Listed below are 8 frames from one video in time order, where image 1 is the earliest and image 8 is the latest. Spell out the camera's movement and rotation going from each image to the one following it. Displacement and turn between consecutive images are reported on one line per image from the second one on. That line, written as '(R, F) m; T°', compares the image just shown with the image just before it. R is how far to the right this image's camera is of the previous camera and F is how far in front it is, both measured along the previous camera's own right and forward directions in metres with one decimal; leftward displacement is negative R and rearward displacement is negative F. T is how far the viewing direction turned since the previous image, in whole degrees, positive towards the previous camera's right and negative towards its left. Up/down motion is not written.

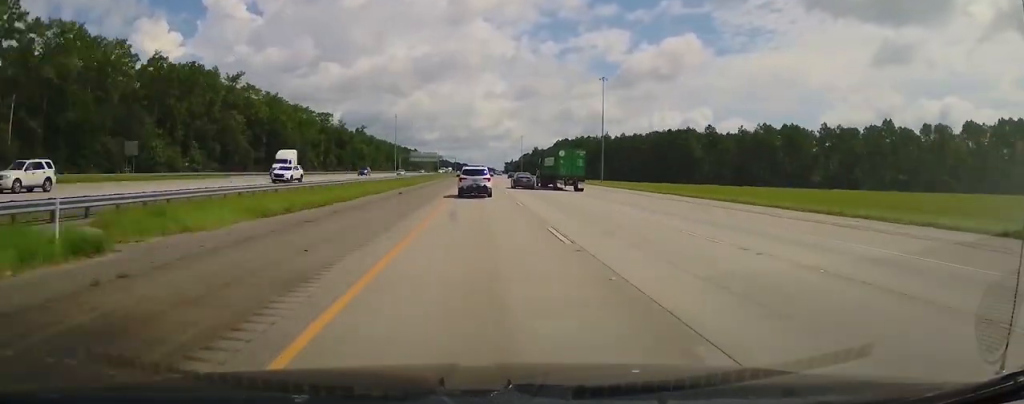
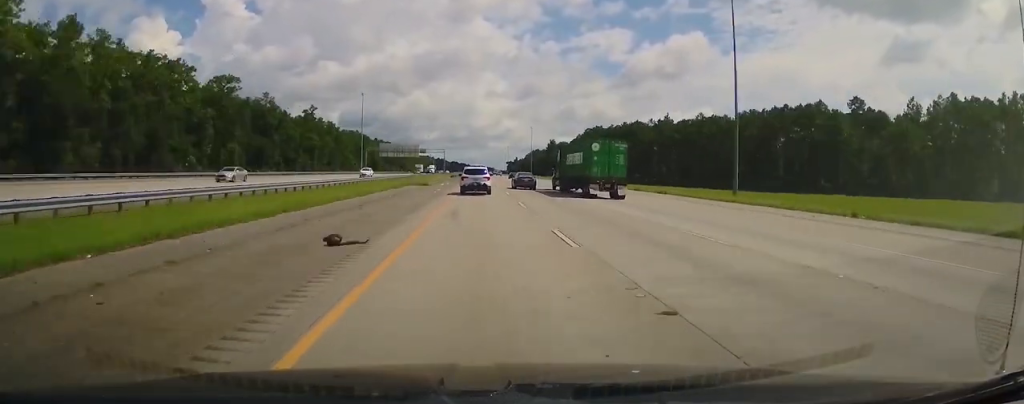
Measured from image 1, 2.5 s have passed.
(-0.1, +86.7) m; 0°
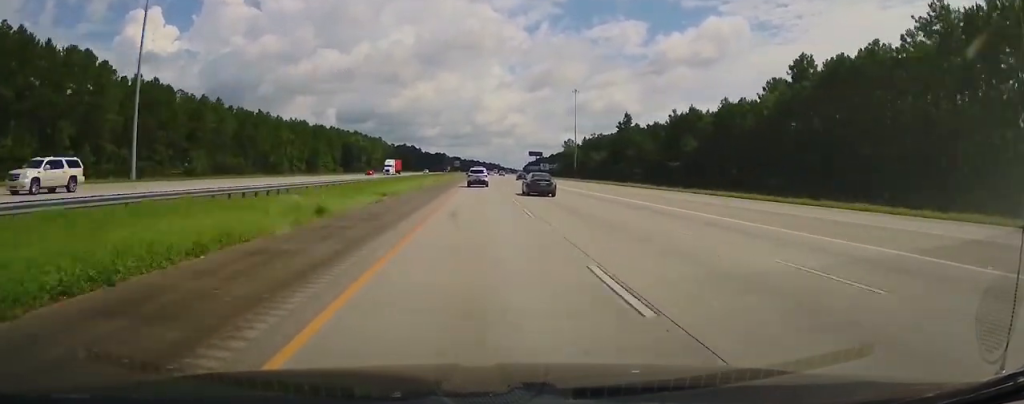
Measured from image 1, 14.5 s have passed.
(-2.0, +421.7) m; 0°
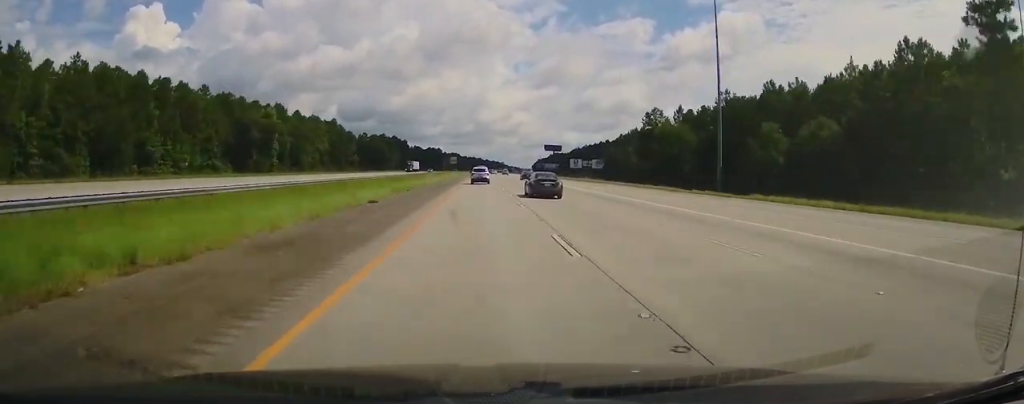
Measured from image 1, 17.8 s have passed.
(+1.3, +115.2) m; 0°
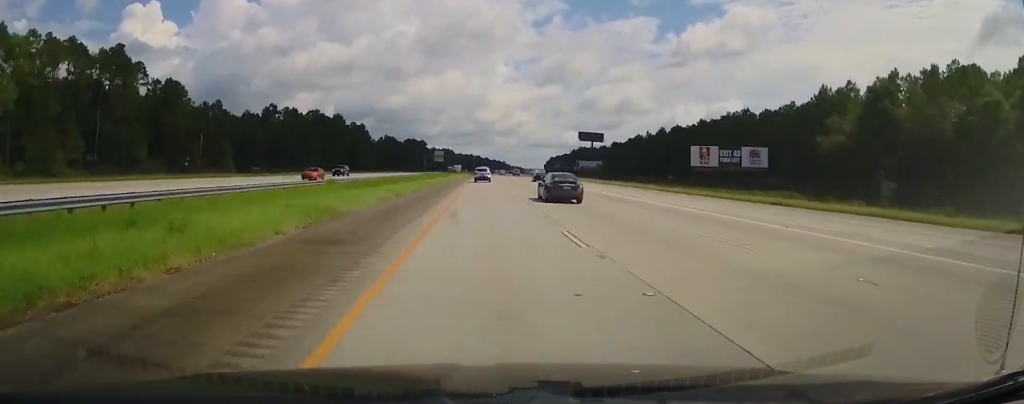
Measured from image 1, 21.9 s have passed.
(-1.0, +150.0) m; +1°
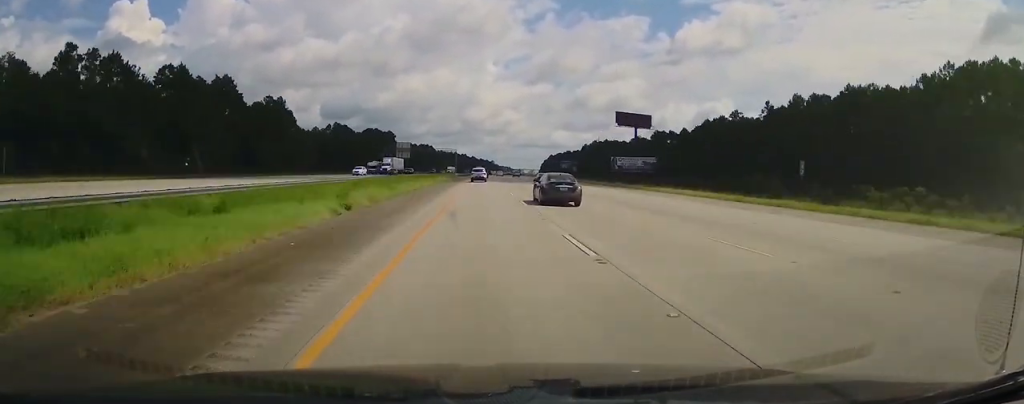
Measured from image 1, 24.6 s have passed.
(+1.4, +97.1) m; +1°
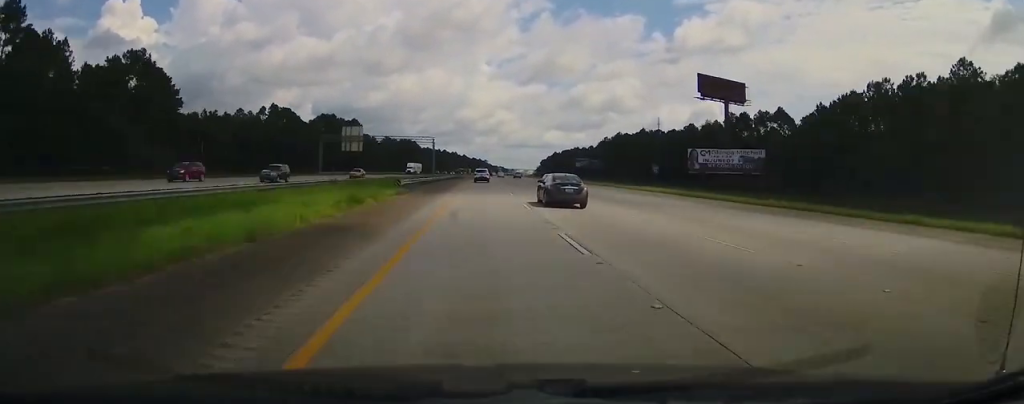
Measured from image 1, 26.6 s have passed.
(+0.5, +73.0) m; +1°
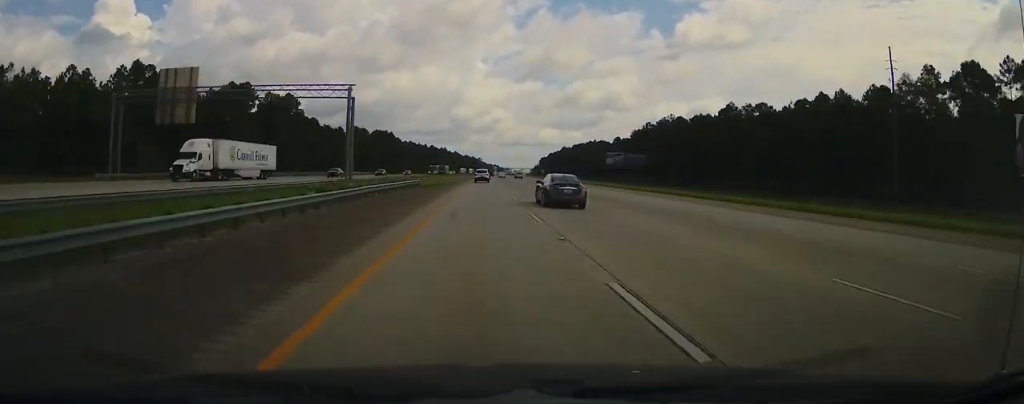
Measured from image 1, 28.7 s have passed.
(+0.4, +77.8) m; +1°
